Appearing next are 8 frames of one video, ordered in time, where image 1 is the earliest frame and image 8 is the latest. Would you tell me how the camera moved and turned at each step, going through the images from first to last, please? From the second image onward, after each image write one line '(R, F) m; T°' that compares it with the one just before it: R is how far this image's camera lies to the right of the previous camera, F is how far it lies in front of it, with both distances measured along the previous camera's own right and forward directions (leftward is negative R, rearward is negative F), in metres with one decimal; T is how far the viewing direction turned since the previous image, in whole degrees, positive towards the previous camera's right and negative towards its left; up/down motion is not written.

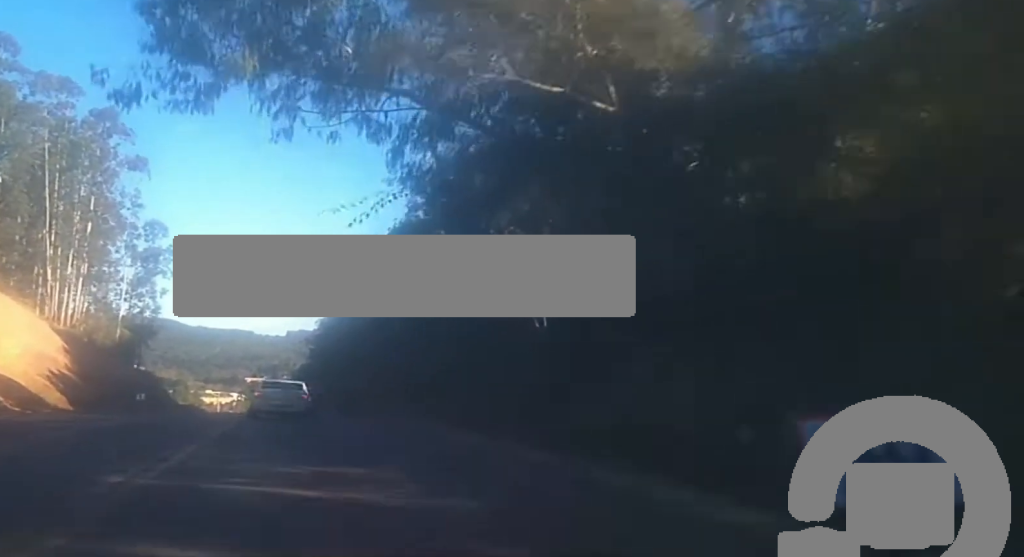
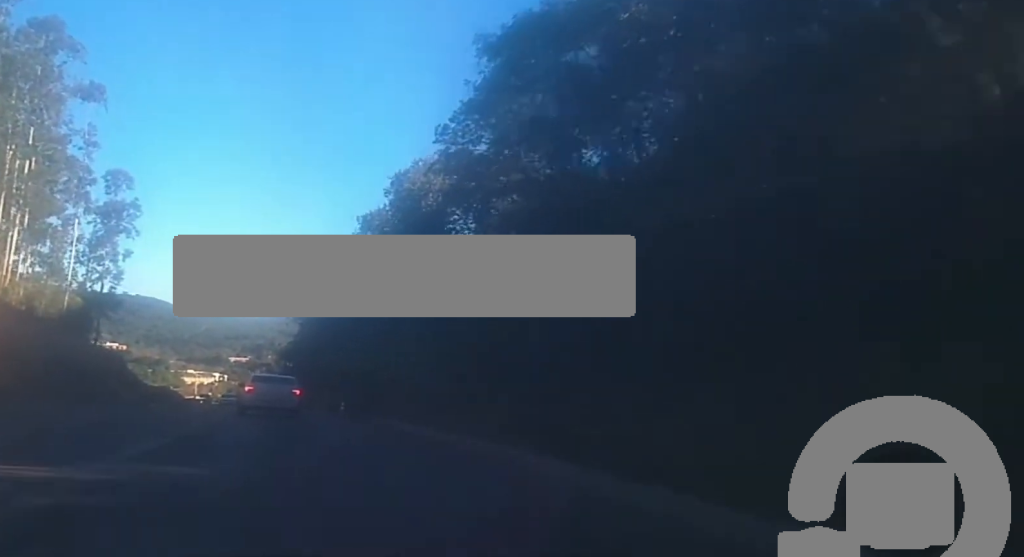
(-0.4, +25.2) m; -1°
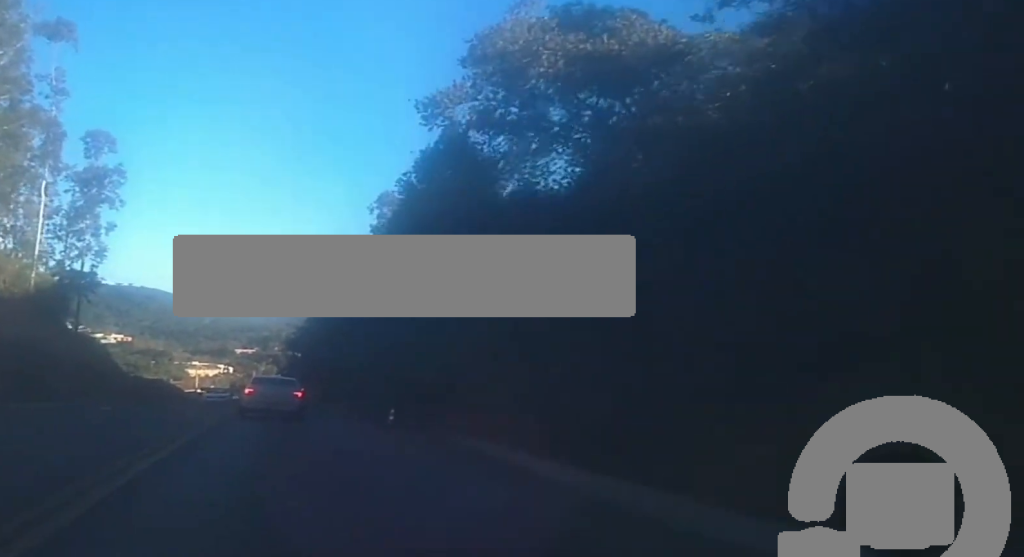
(0.0, +18.3) m; 0°
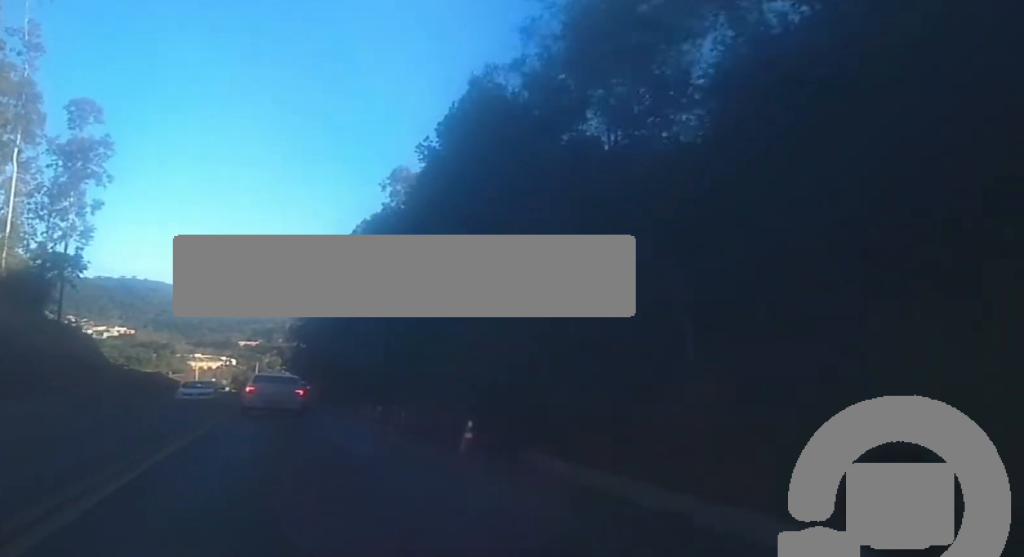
(0.0, +11.5) m; 0°
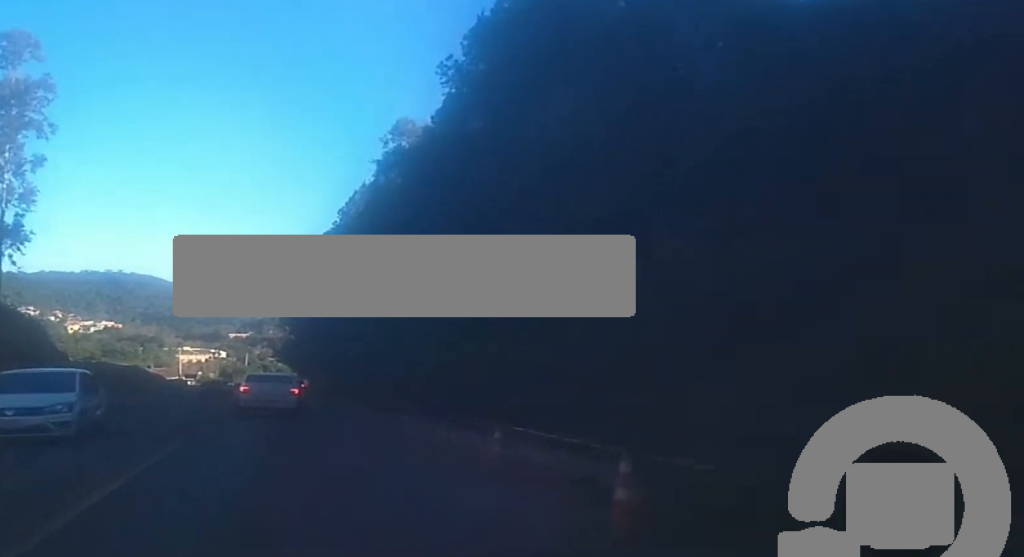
(+0.2, +19.8) m; 0°
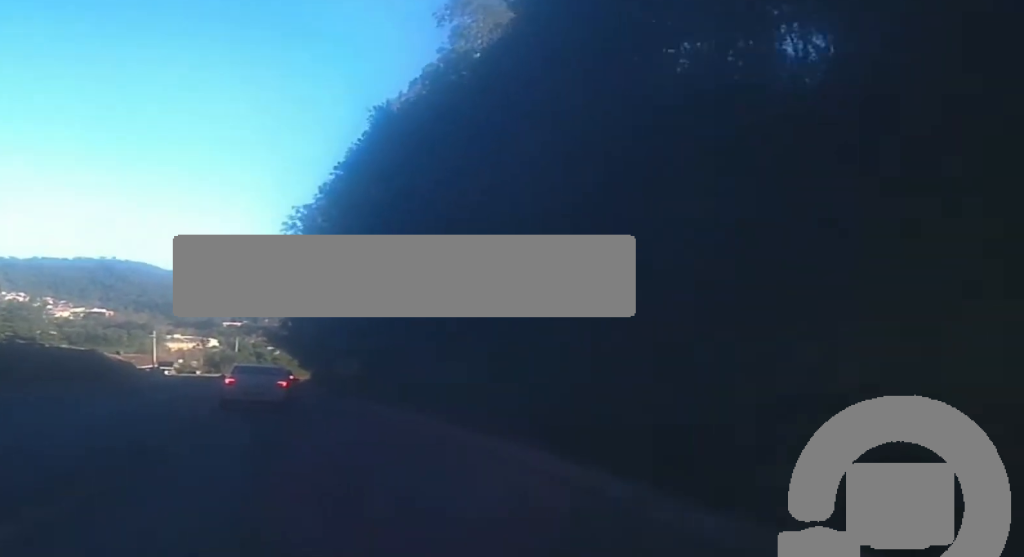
(+0.1, +35.7) m; 0°
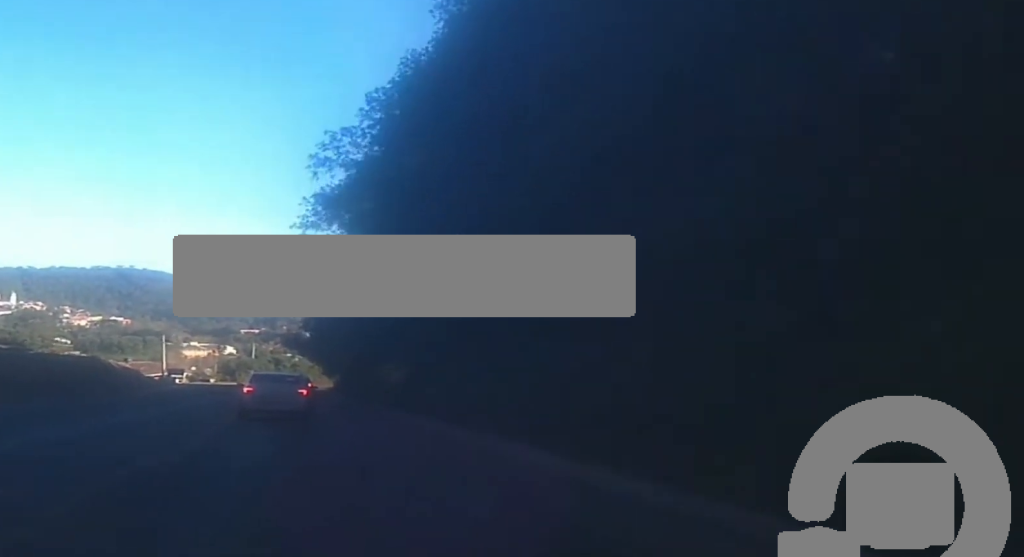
(-0.1, +12.9) m; +1°
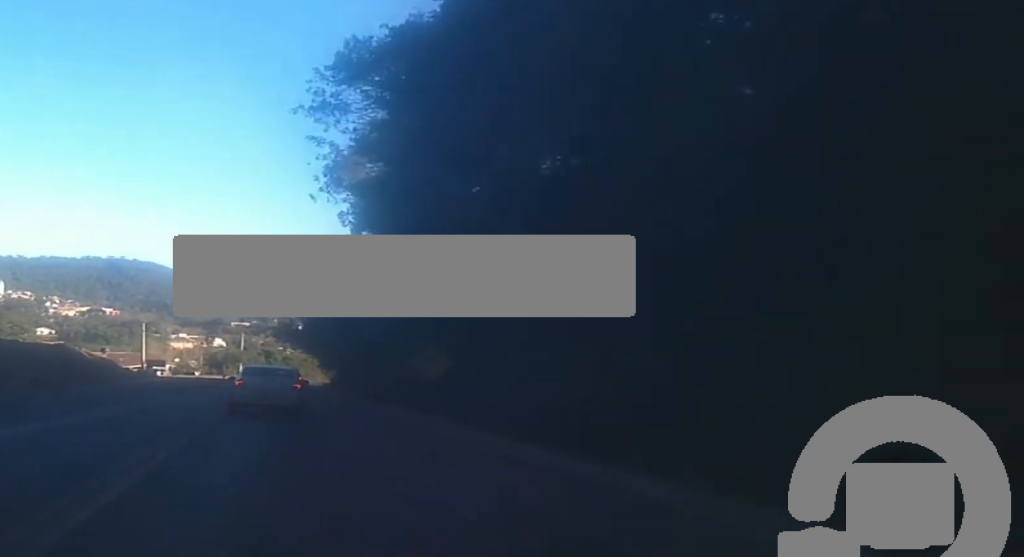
(-0.1, +12.2) m; 0°
